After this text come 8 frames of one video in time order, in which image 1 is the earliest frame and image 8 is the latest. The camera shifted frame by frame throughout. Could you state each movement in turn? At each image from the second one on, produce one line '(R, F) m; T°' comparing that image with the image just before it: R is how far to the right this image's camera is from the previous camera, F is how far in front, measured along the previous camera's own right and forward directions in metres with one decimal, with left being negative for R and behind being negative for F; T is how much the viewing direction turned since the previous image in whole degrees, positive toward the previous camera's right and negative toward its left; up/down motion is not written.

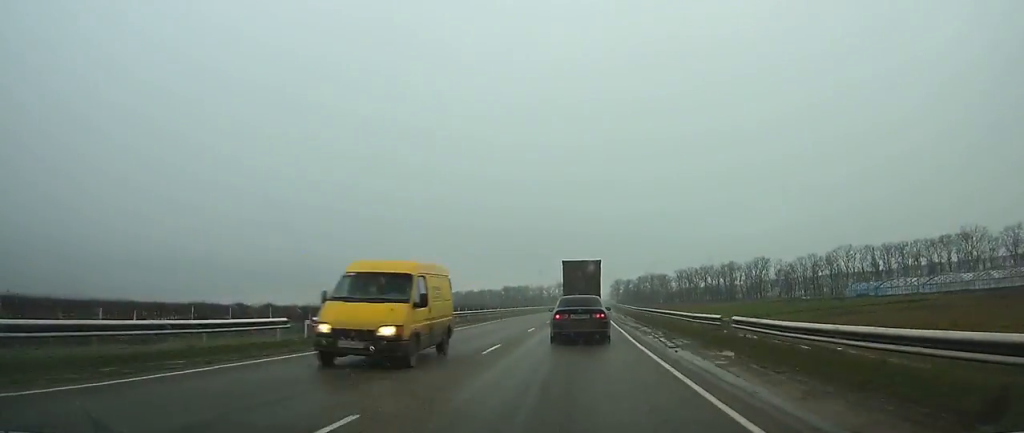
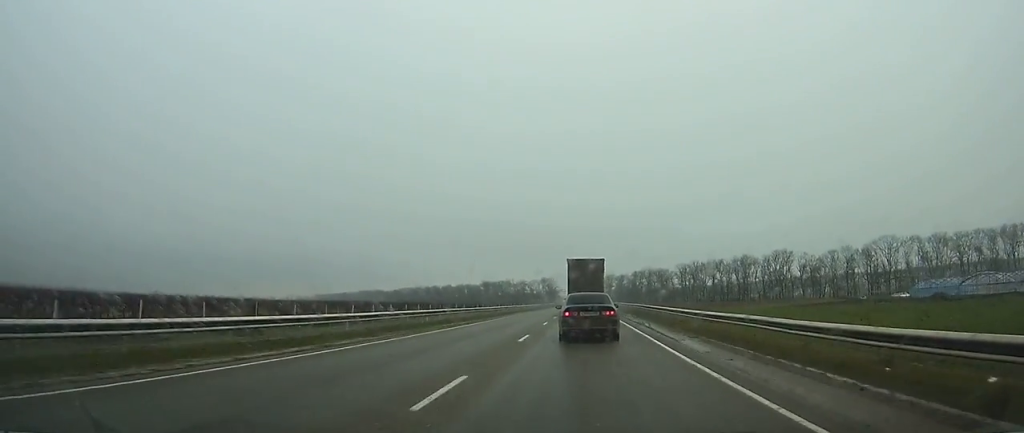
(+0.5, +41.6) m; +1°
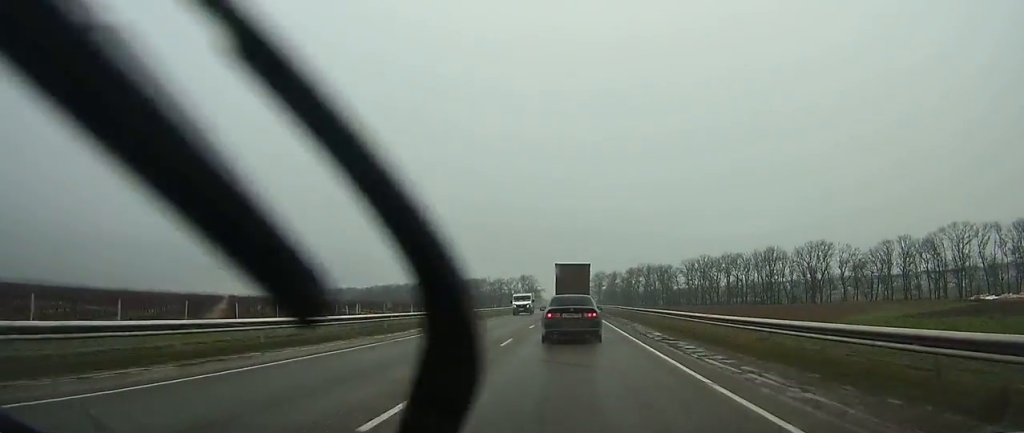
(+0.4, +46.1) m; 0°
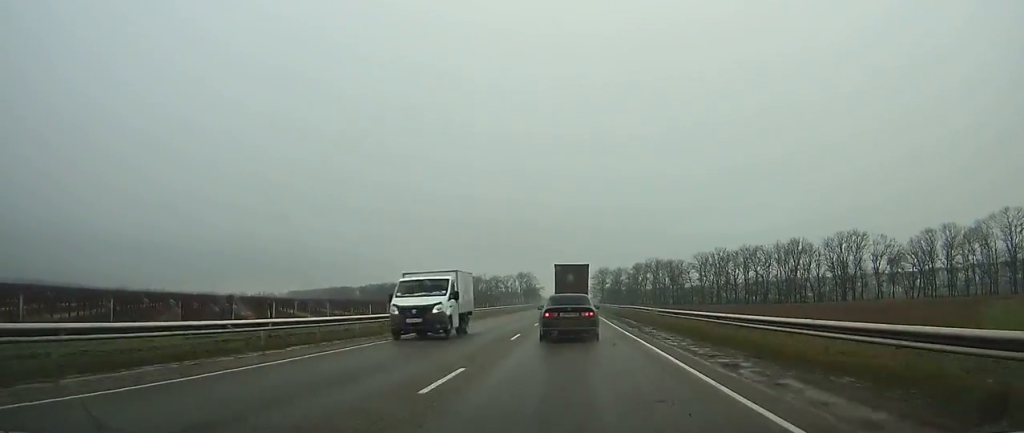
(0.0, +20.3) m; 0°
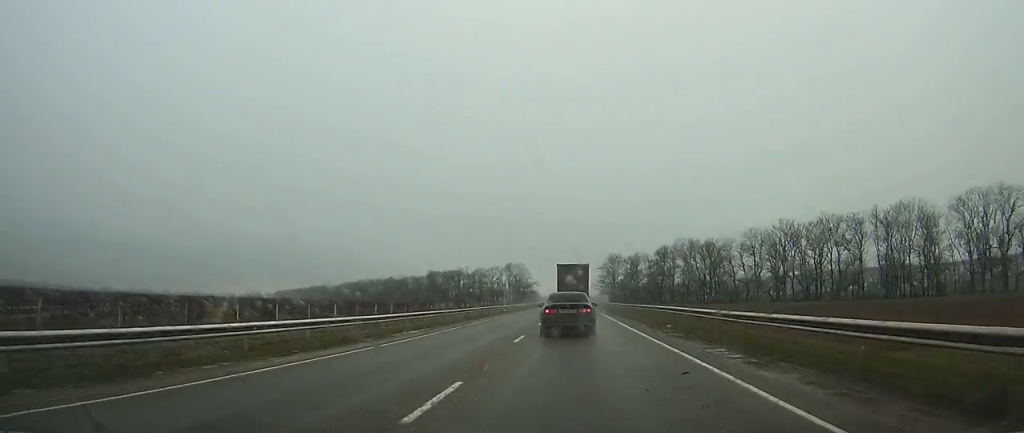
(+0.1, +58.2) m; 0°
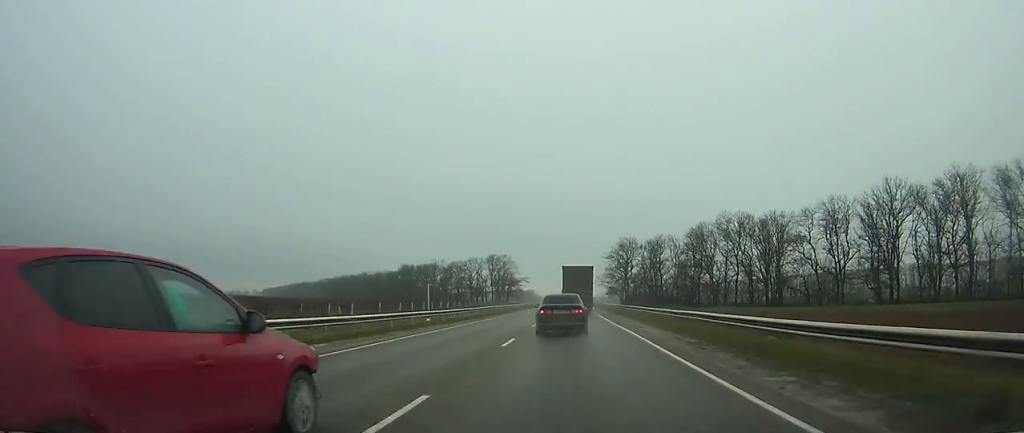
(+0.2, +46.5) m; 0°
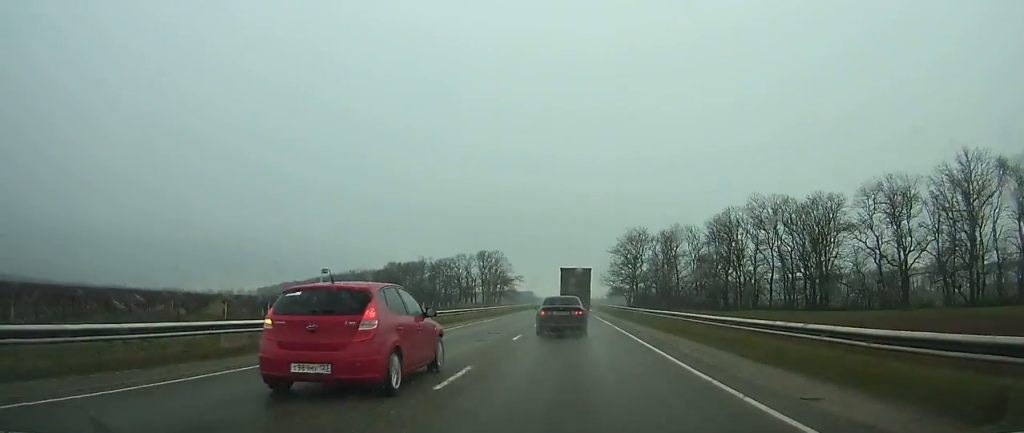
(0.0, +18.8) m; 0°
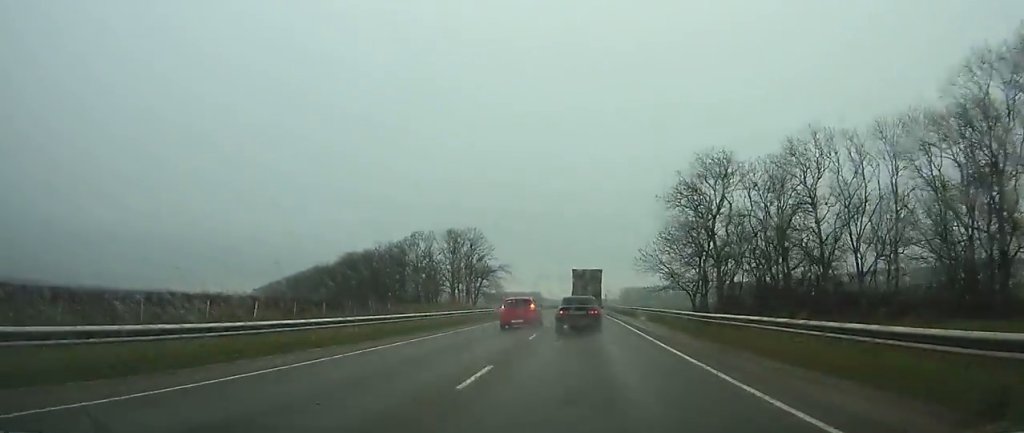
(-0.3, +55.5) m; 0°
